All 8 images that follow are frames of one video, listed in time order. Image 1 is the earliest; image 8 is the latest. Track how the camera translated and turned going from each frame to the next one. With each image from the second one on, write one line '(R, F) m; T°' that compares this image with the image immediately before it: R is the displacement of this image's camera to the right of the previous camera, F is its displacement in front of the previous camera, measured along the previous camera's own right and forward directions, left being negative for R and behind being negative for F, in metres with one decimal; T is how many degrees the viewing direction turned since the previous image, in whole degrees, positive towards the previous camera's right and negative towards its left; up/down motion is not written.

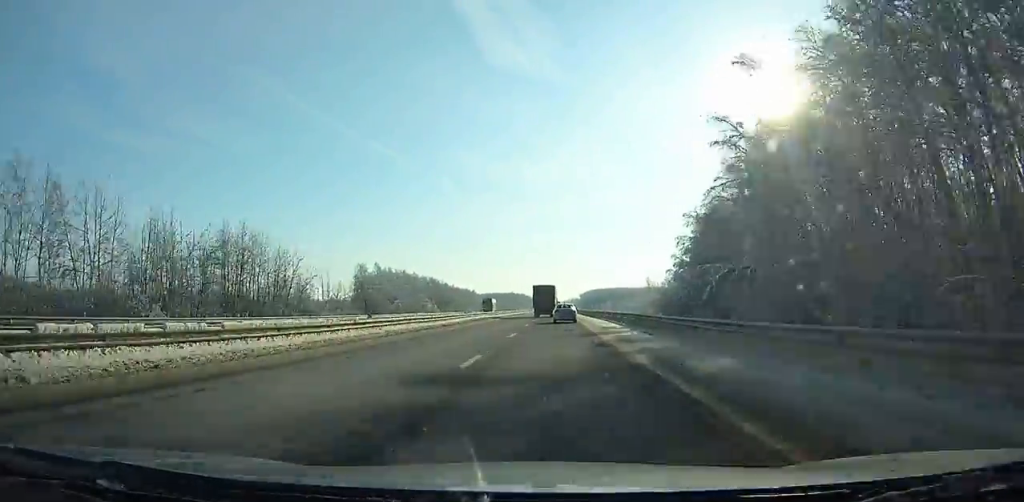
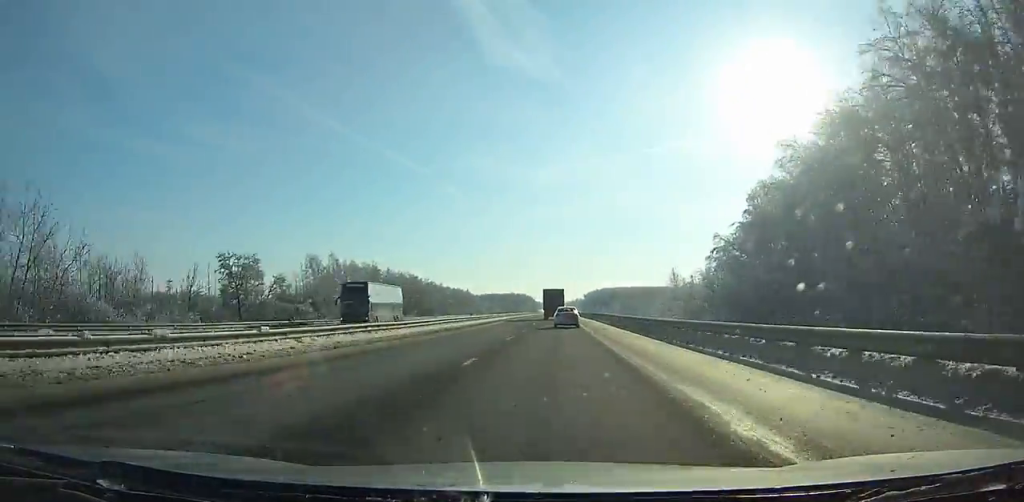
(-0.1, +48.7) m; 0°
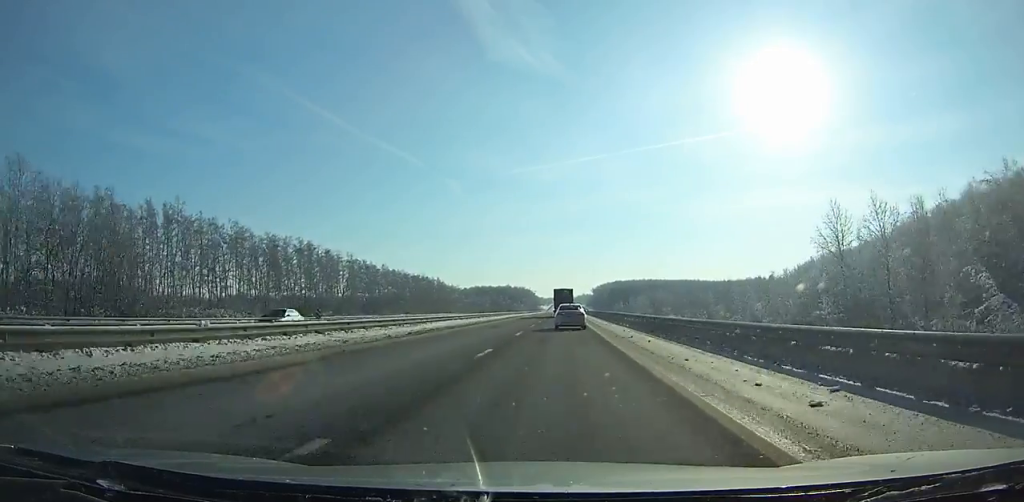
(-1.4, +119.9) m; -1°
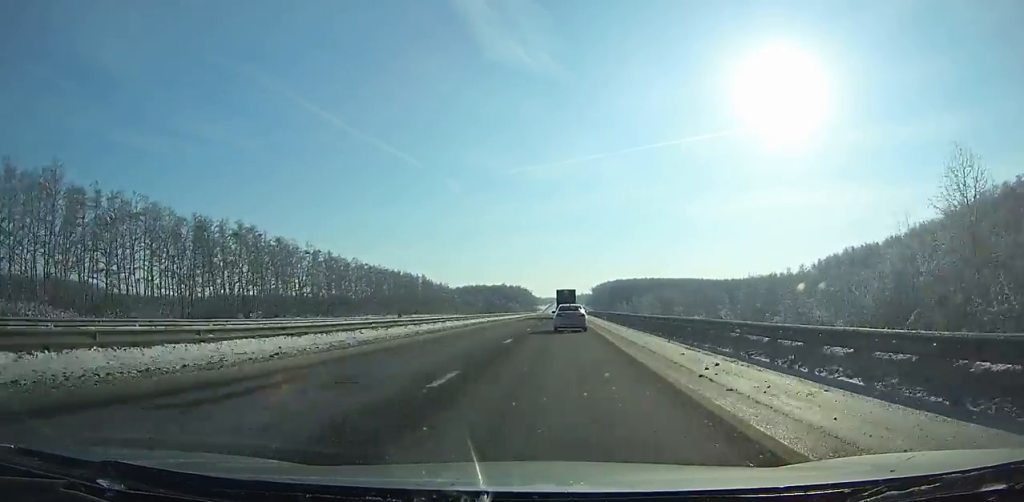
(-0.2, +29.8) m; 0°
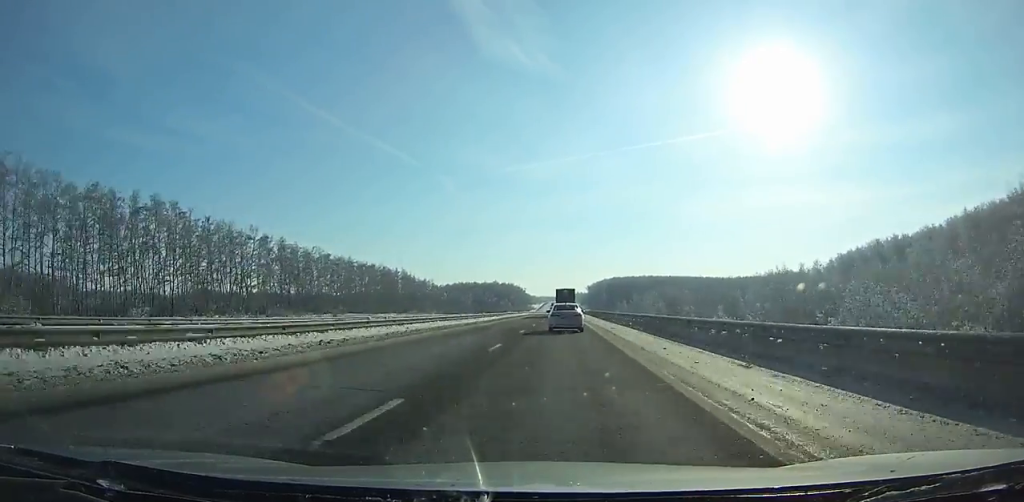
(+0.1, +27.5) m; 0°
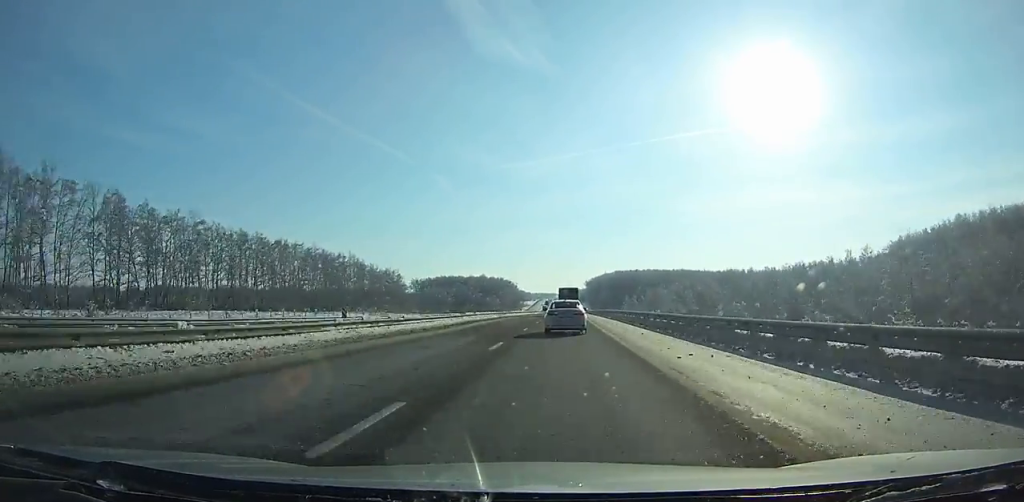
(+0.5, +59.1) m; +1°
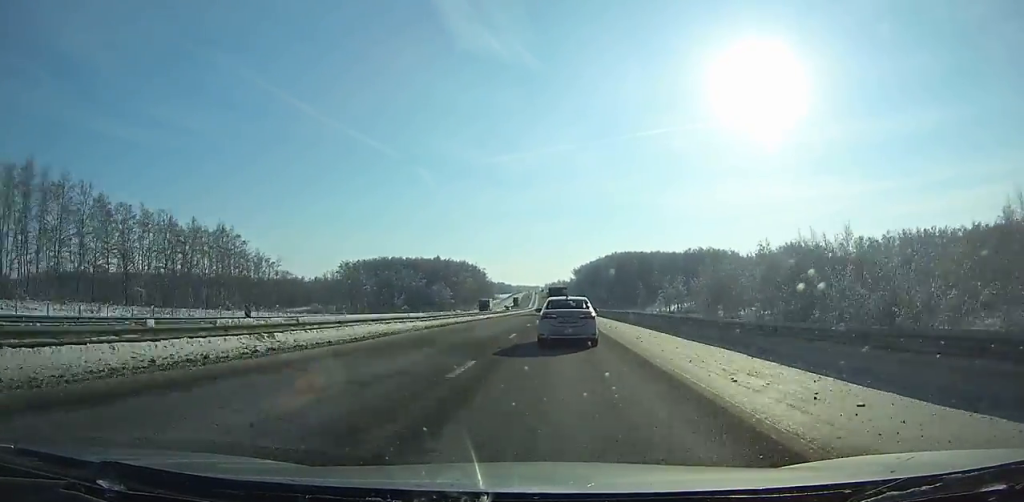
(+2.1, +123.8) m; +2°
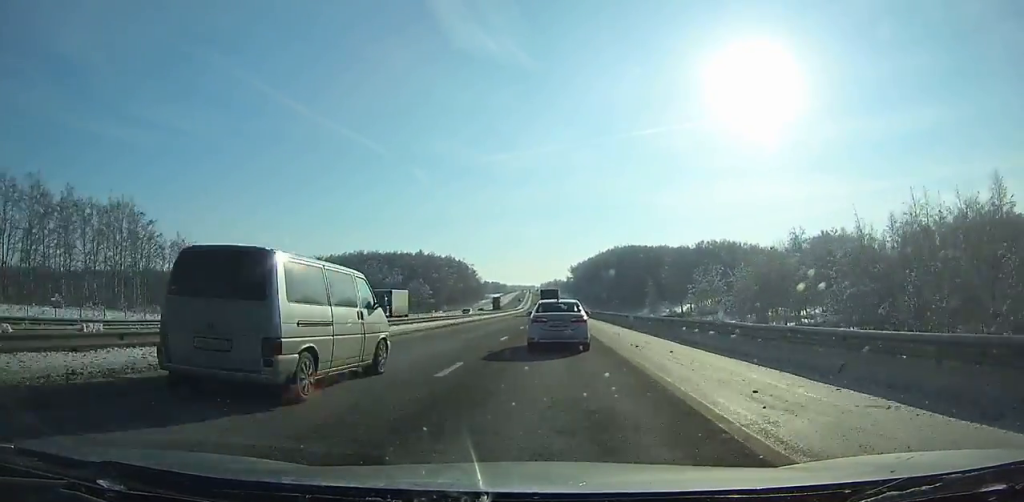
(0.0, +36.5) m; 0°
